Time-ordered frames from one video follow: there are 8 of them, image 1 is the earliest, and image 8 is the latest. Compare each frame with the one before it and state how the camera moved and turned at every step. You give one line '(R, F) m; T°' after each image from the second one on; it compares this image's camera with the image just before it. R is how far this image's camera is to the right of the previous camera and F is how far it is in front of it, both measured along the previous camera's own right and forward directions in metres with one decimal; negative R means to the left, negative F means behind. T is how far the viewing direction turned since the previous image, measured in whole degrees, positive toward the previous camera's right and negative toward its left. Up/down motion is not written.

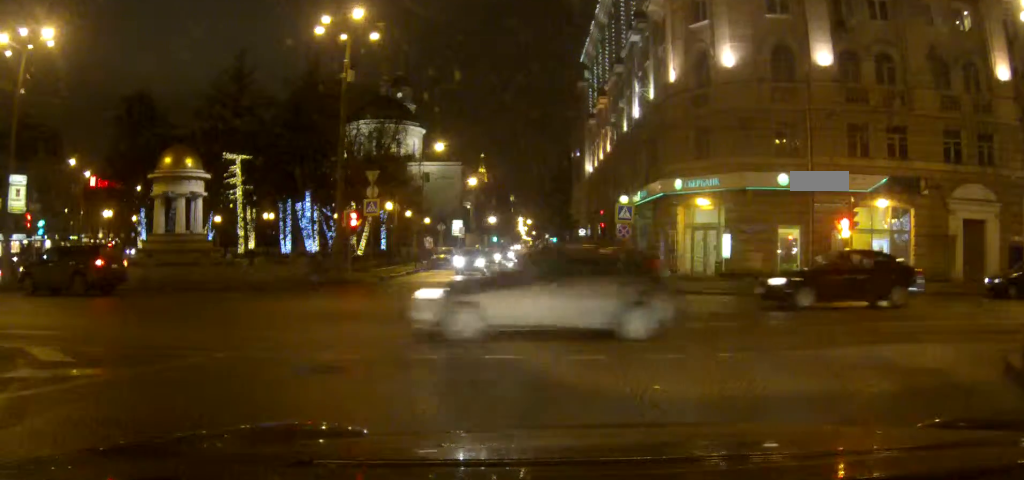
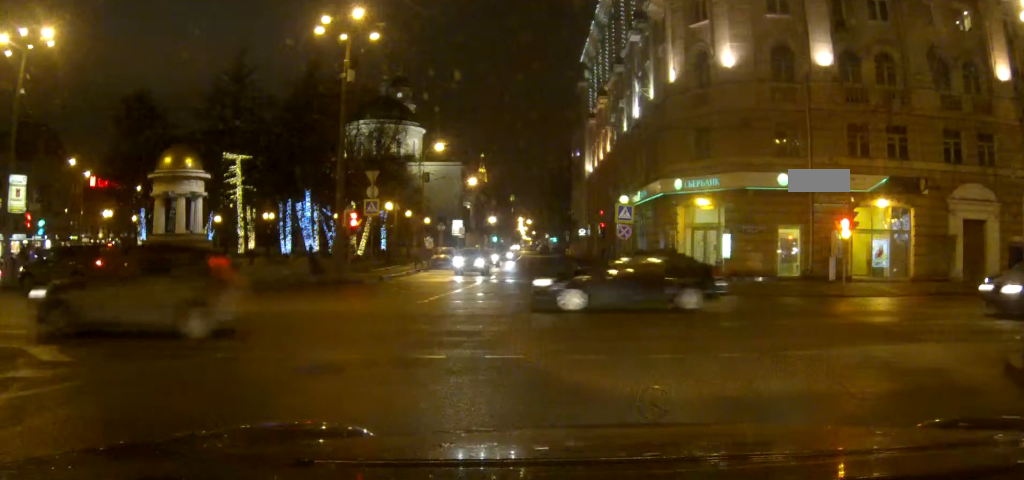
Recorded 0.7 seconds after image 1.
(0.0, 0.0) m; 0°
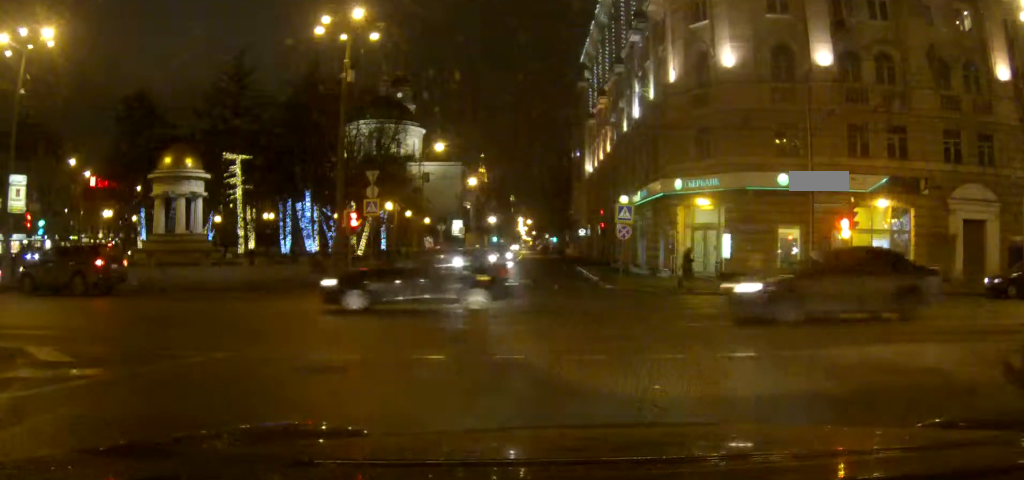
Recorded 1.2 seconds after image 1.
(0.0, 0.0) m; 0°
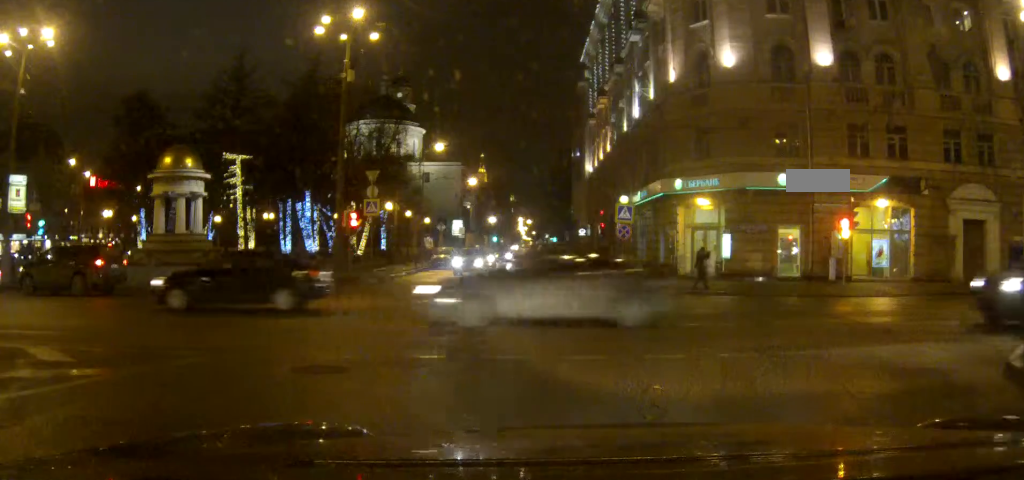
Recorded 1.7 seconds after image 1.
(0.0, 0.0) m; 0°
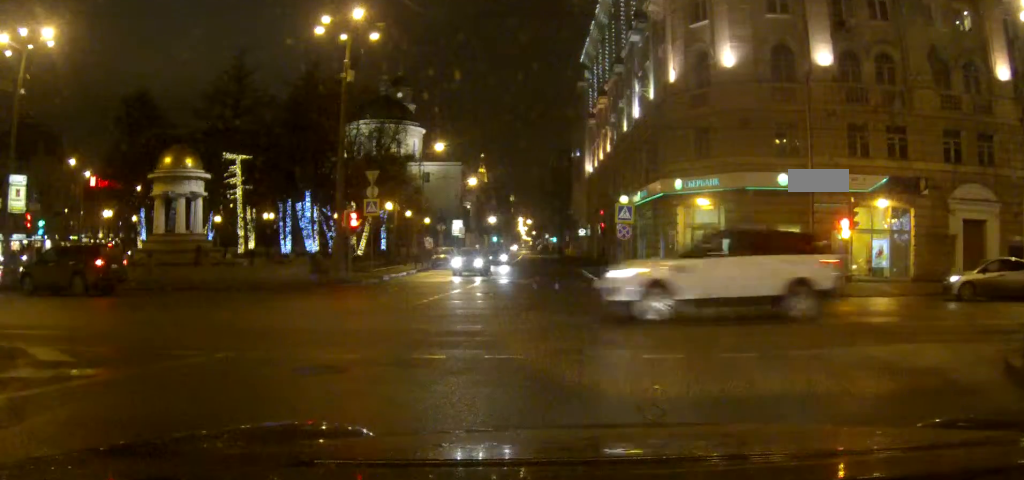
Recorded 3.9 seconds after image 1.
(0.0, 0.0) m; 0°
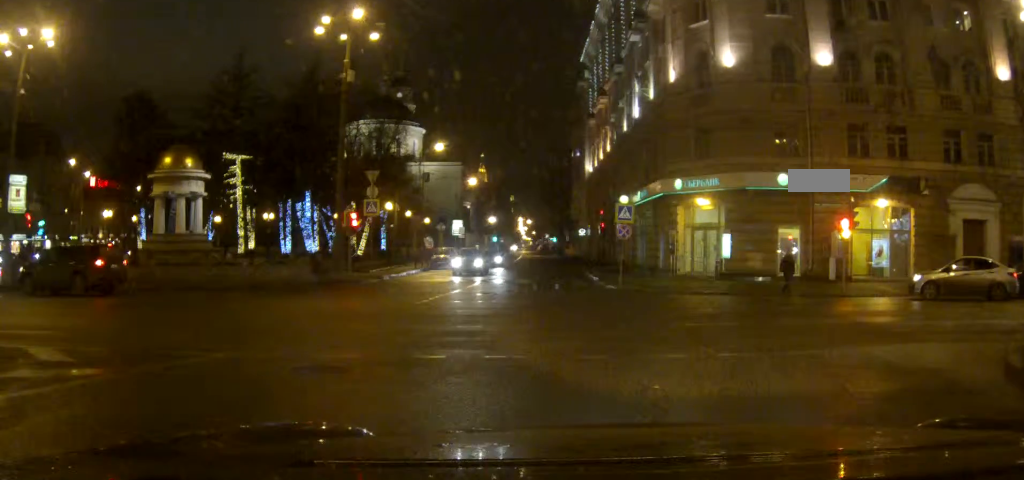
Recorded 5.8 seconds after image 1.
(0.0, 0.0) m; 0°
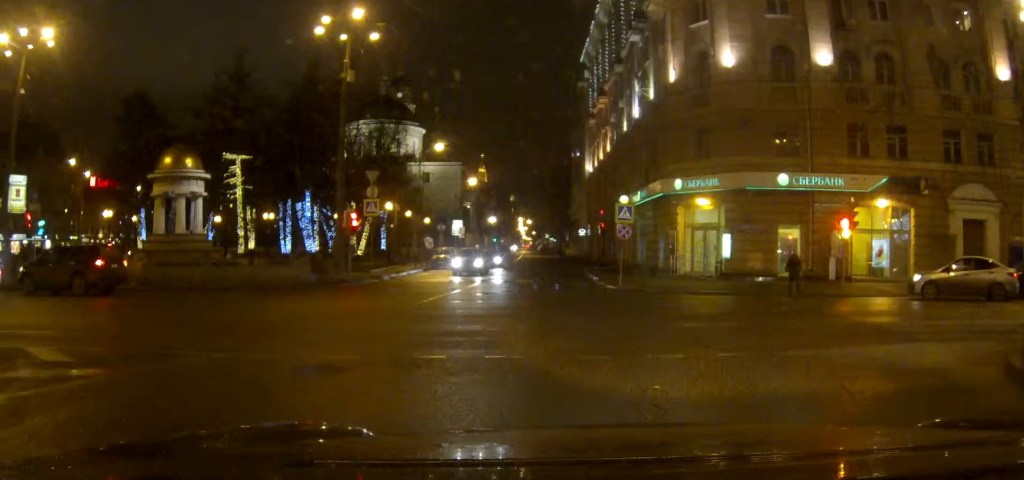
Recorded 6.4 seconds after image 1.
(0.0, 0.0) m; 0°
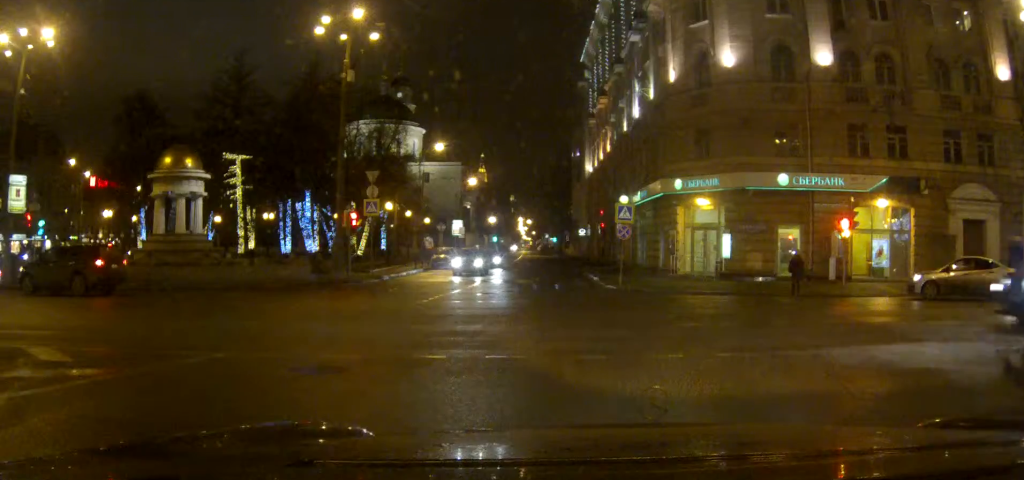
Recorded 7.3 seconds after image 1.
(0.0, 0.0) m; 0°
